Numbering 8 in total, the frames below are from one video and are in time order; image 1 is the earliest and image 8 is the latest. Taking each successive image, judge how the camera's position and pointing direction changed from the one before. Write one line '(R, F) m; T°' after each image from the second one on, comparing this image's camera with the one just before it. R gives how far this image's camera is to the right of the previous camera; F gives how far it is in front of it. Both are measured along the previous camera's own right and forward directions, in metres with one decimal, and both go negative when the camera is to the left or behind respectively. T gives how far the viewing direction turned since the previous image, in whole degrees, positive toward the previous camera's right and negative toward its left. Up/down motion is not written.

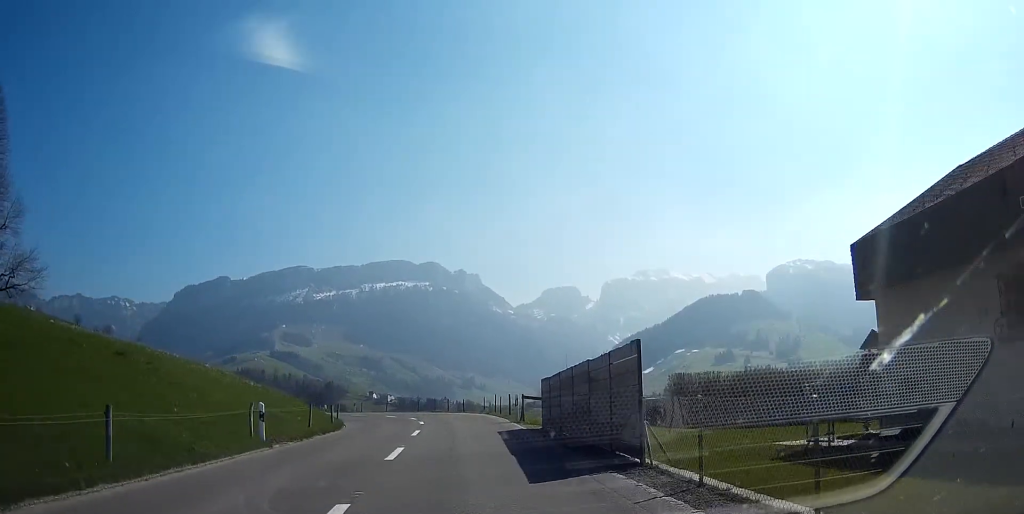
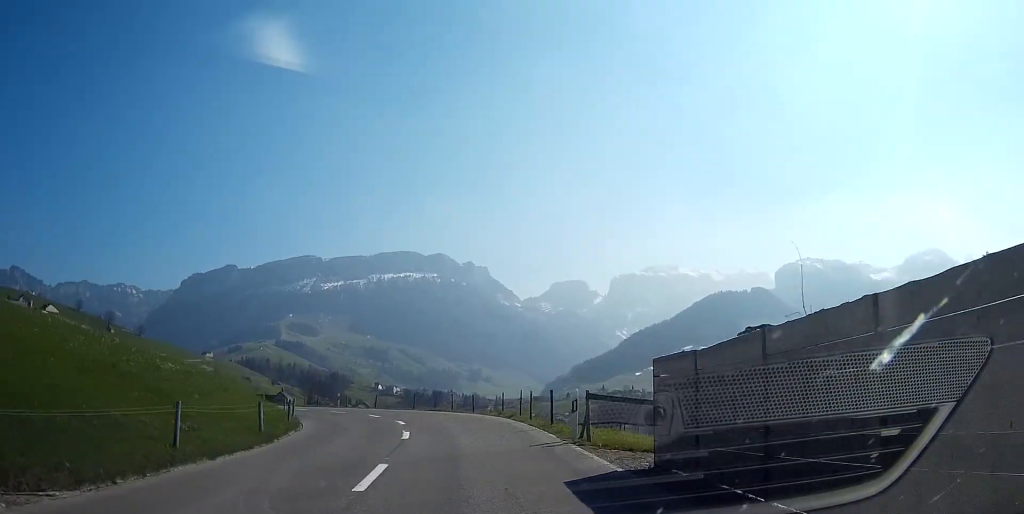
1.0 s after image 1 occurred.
(+0.5, +12.6) m; +2°
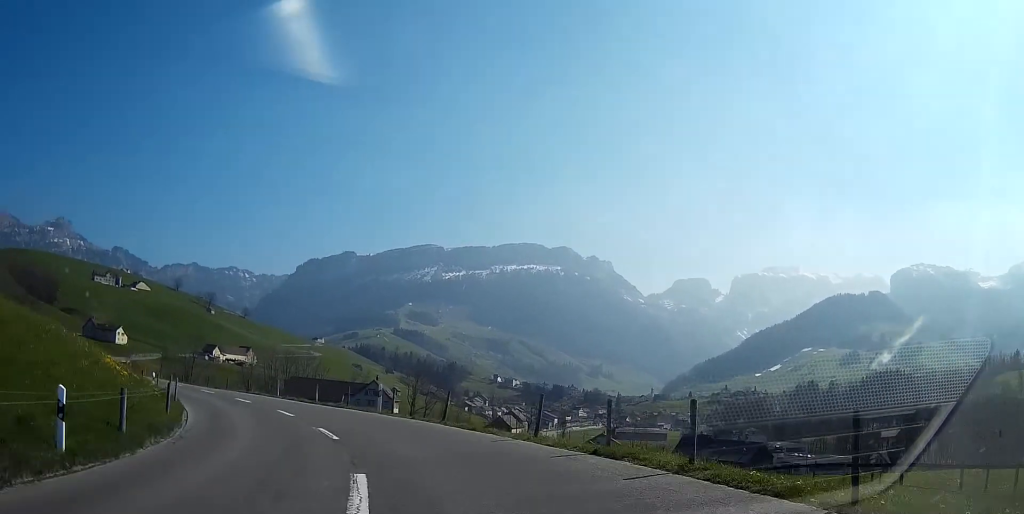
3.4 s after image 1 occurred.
(-1.7, +28.6) m; -12°
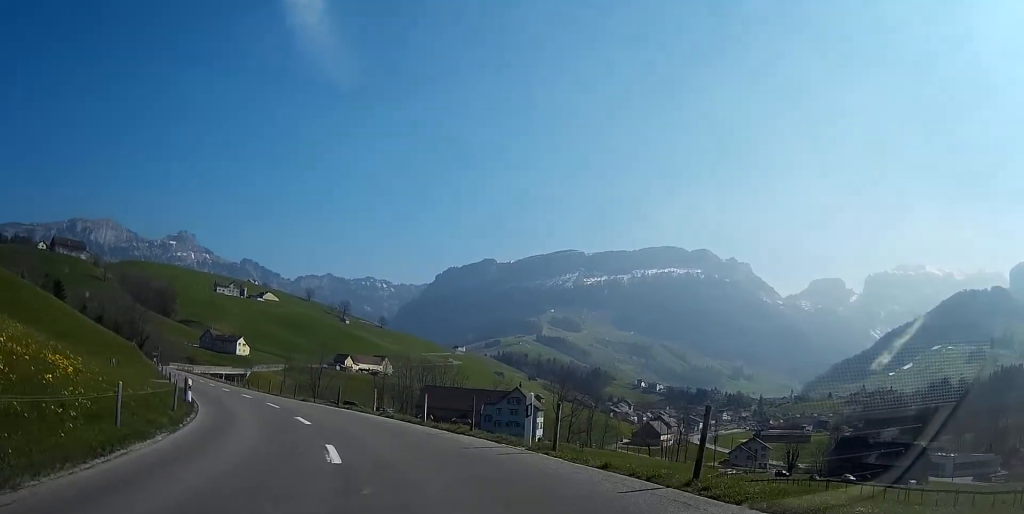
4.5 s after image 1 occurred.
(-1.1, +12.8) m; -10°
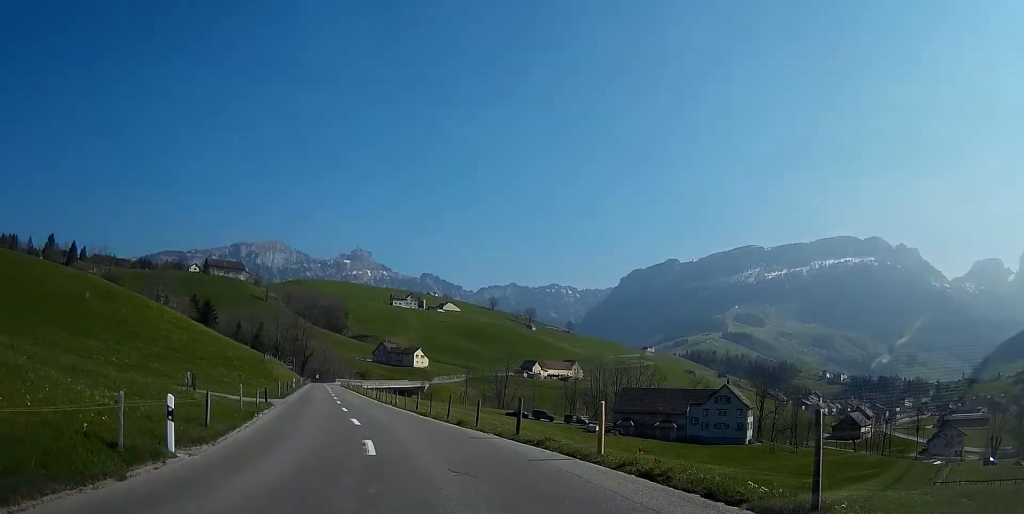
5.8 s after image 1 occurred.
(-1.9, +16.5) m; -13°
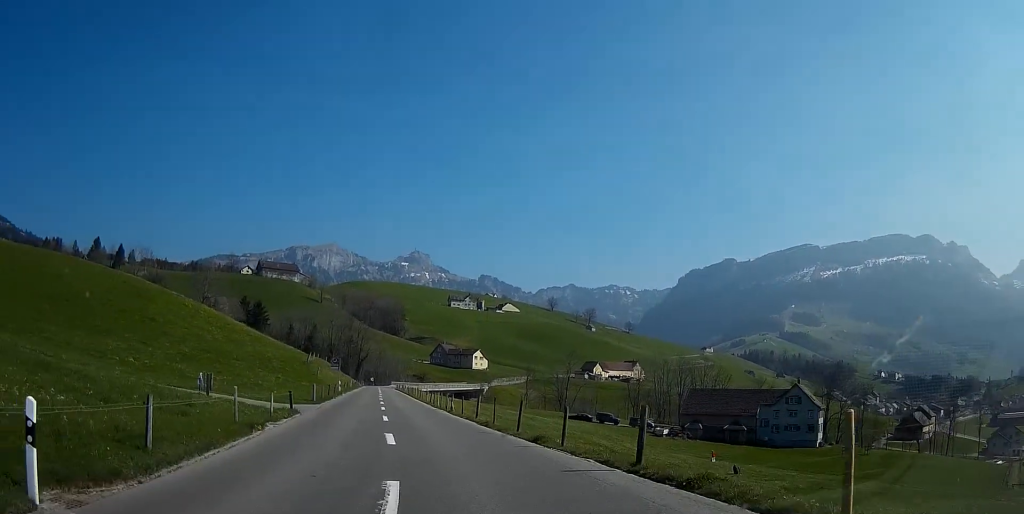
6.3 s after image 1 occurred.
(-0.5, +6.5) m; -4°
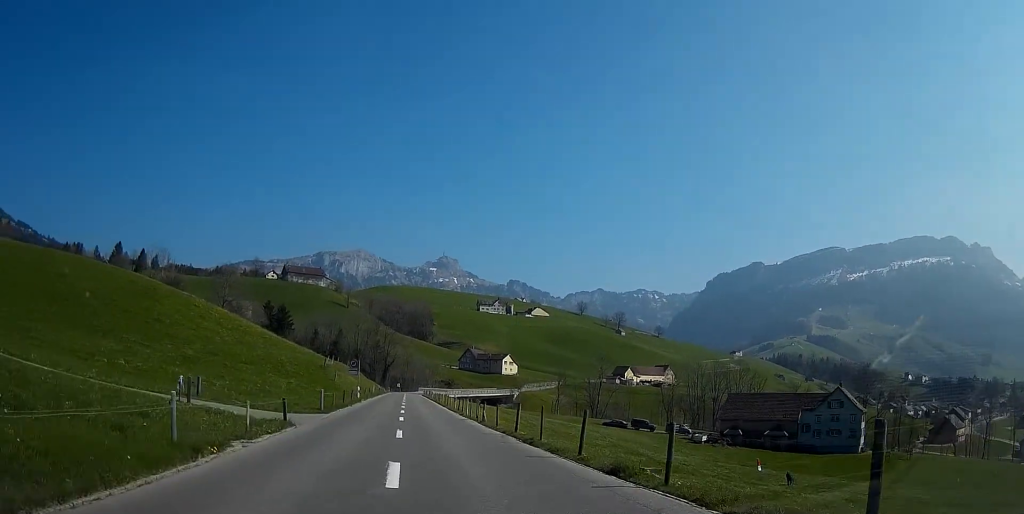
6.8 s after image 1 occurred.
(-0.1, +5.7) m; -3°
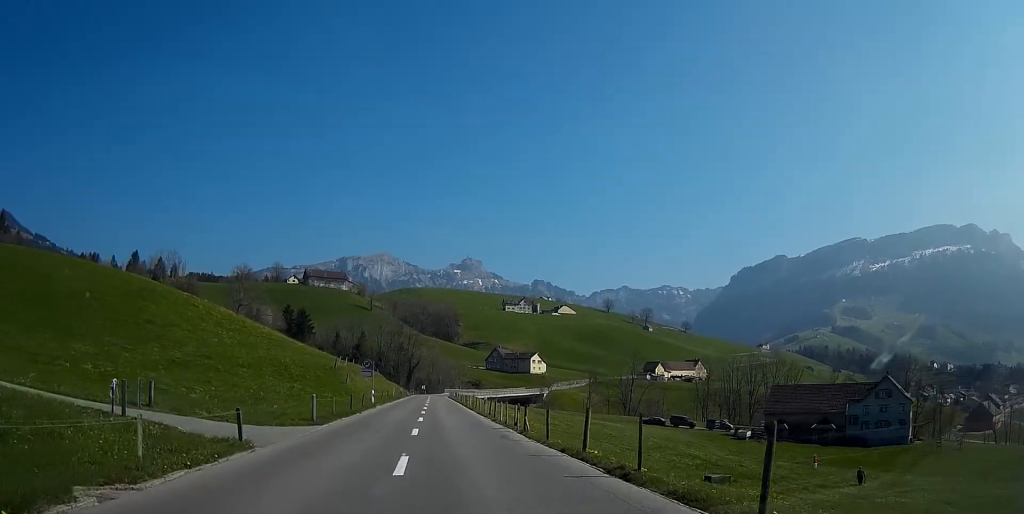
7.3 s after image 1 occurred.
(-0.2, +7.7) m; -1°
